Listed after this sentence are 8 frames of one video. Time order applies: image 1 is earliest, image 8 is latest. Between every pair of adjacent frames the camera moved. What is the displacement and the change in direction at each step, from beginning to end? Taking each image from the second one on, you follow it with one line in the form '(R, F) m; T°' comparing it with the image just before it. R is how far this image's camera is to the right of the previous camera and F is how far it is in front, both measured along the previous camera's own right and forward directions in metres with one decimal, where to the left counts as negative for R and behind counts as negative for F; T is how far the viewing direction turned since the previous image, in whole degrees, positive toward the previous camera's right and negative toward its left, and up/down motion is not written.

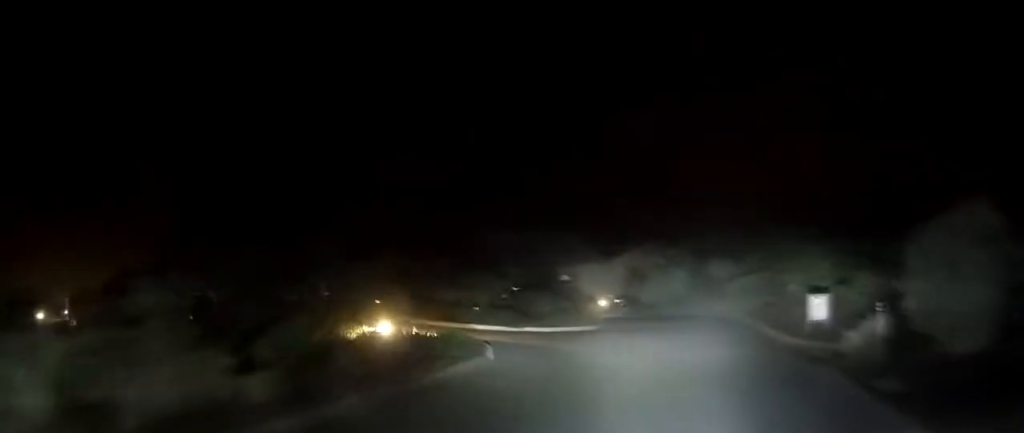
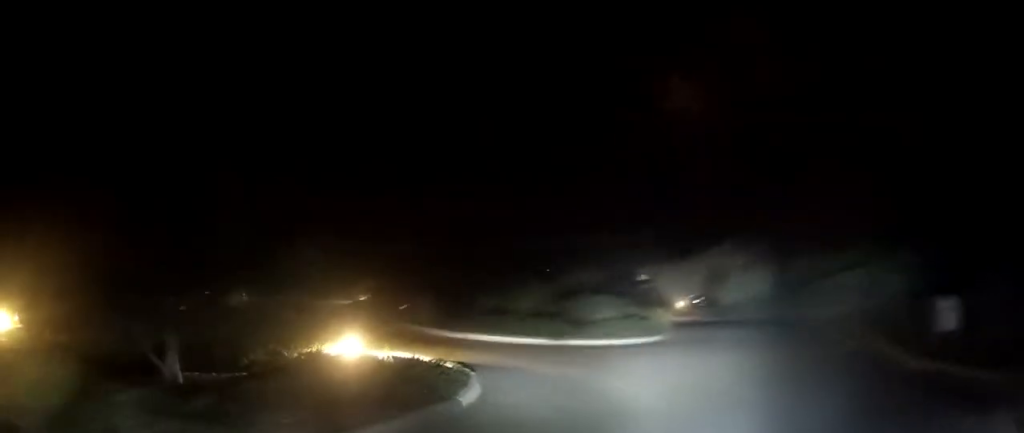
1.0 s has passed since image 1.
(-0.4, +6.4) m; -8°
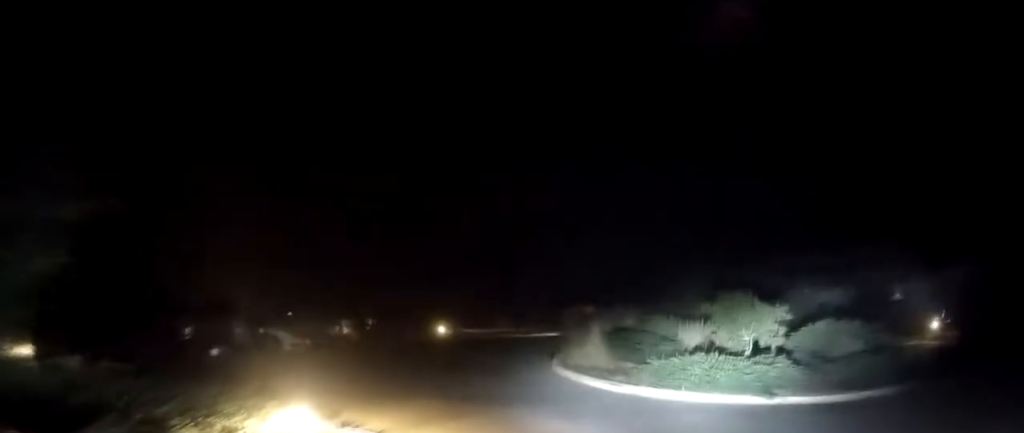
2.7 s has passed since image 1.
(-1.1, +11.1) m; -9°
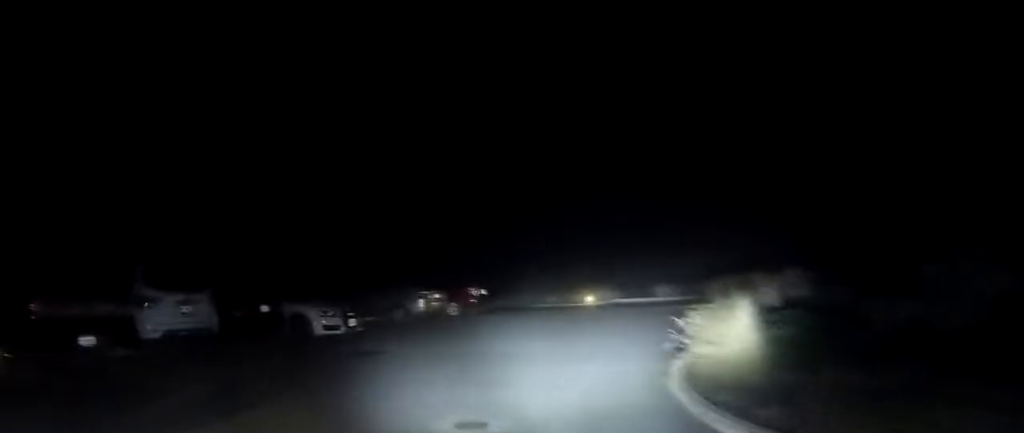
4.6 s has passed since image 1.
(-0.4, +10.9) m; -8°
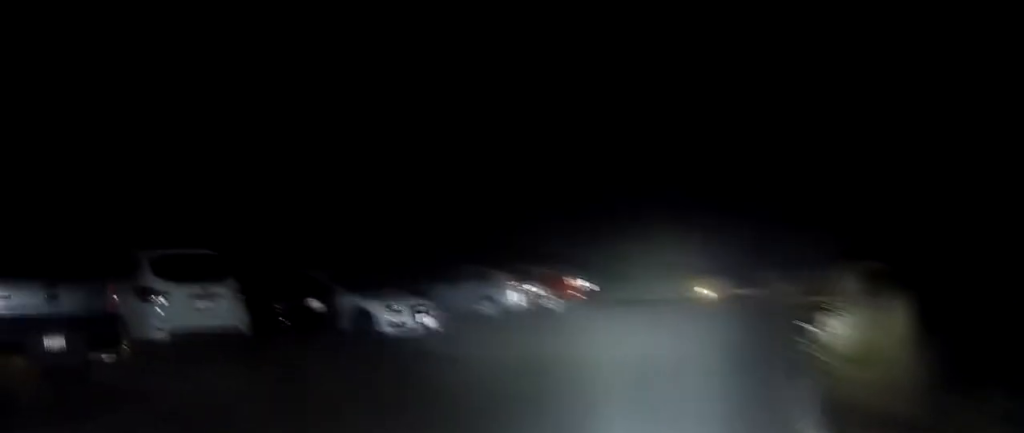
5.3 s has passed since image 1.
(-0.1, +3.1) m; -7°
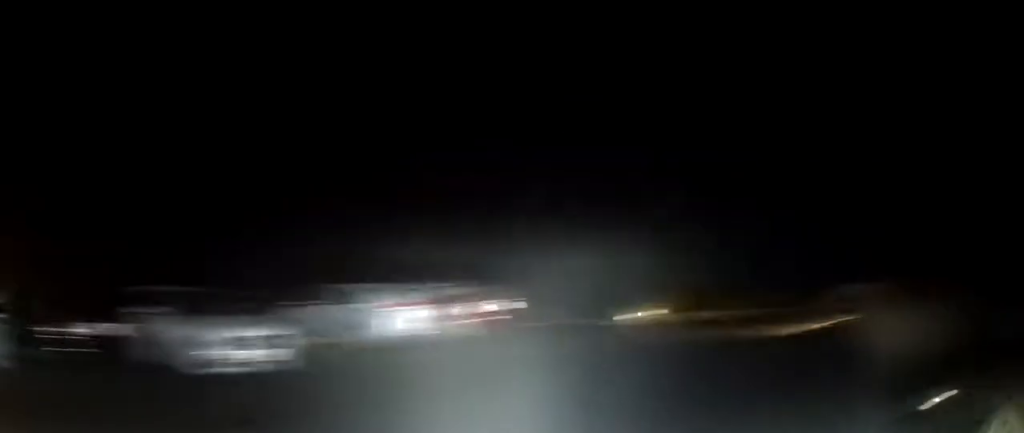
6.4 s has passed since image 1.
(-0.5, +4.8) m; -6°
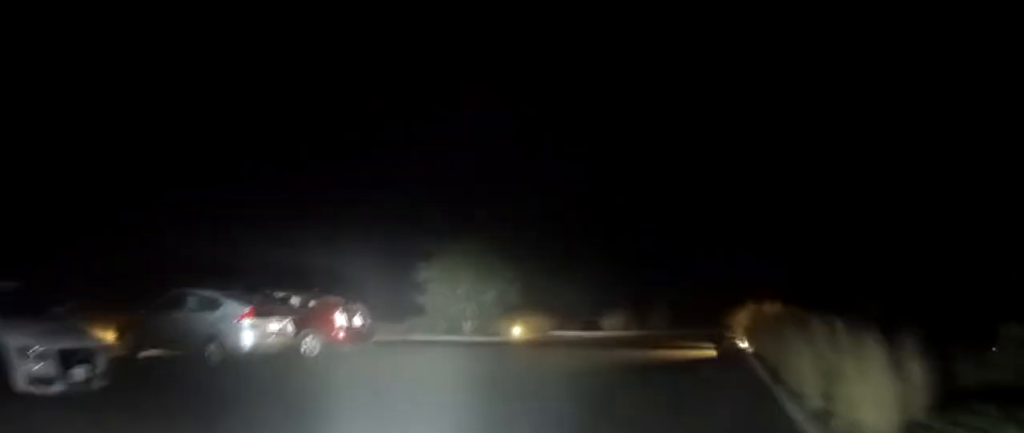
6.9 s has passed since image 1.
(0.0, +2.3) m; -1°
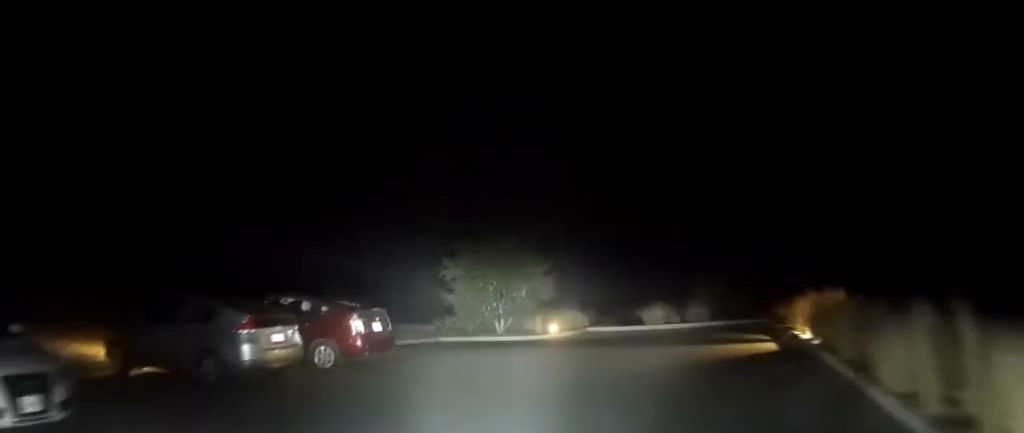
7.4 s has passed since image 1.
(+0.1, +1.9) m; -1°
